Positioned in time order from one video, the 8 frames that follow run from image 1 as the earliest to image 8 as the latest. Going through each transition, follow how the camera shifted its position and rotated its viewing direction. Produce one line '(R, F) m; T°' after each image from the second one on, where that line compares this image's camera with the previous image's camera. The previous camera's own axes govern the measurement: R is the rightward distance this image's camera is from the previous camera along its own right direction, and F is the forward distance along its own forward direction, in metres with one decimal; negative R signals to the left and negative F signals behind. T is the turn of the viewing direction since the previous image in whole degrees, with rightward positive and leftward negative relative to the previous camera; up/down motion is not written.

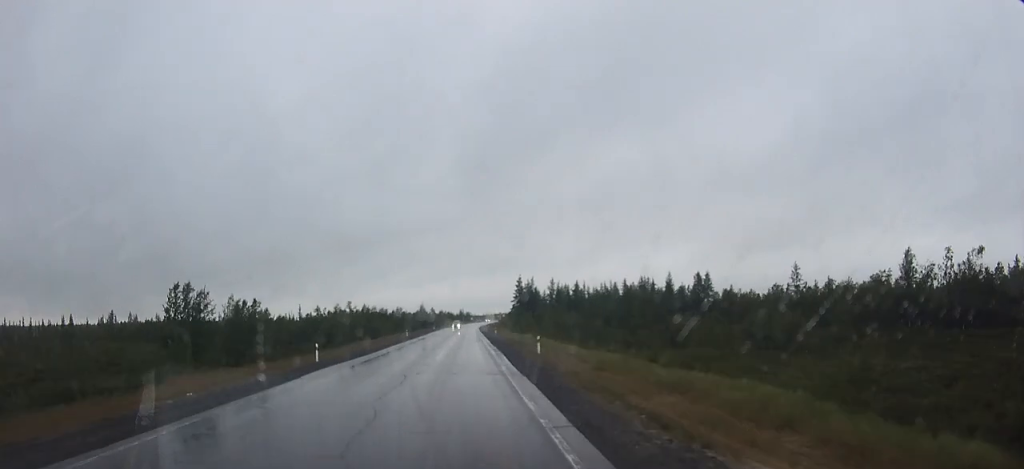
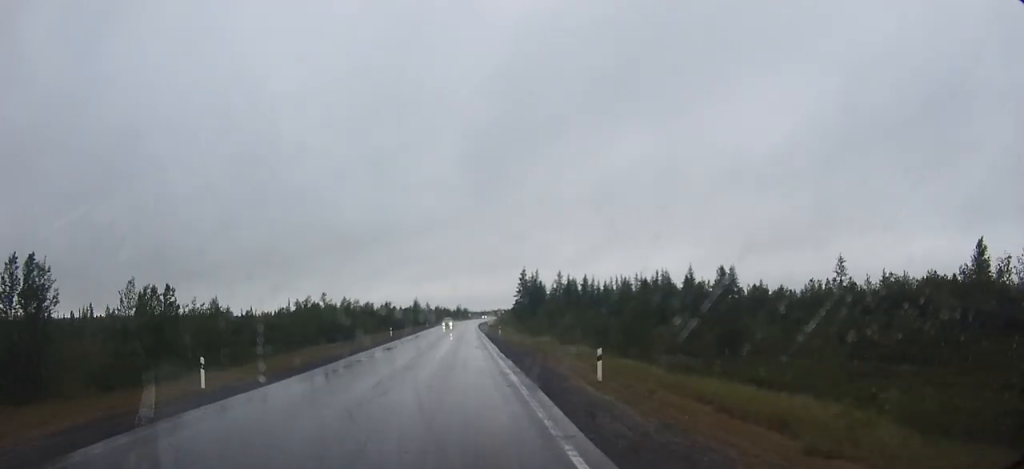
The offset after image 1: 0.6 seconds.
(+0.1, +15.1) m; 0°
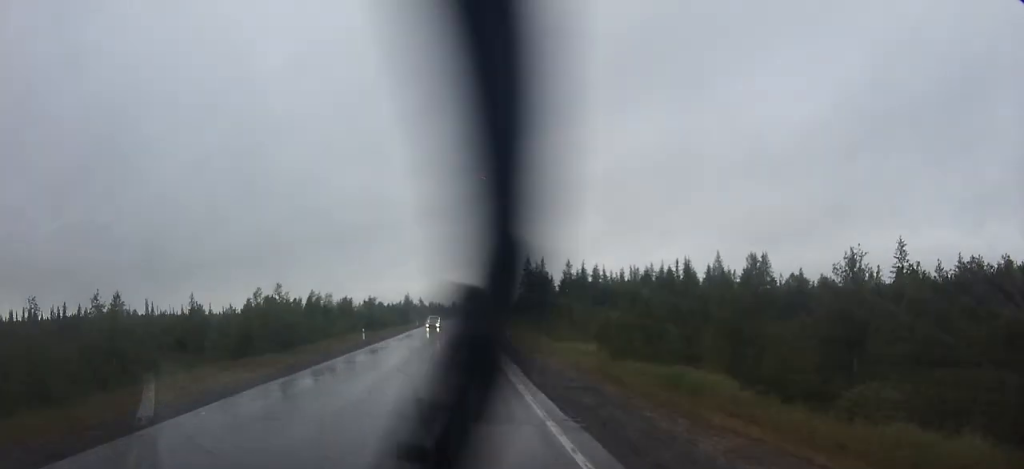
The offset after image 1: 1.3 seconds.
(0.0, +16.6) m; 0°
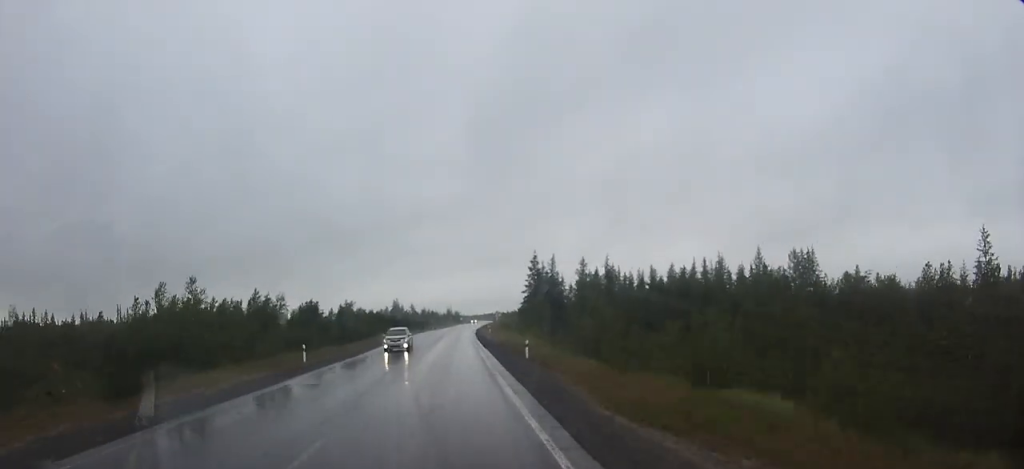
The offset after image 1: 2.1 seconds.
(+0.1, +18.2) m; 0°
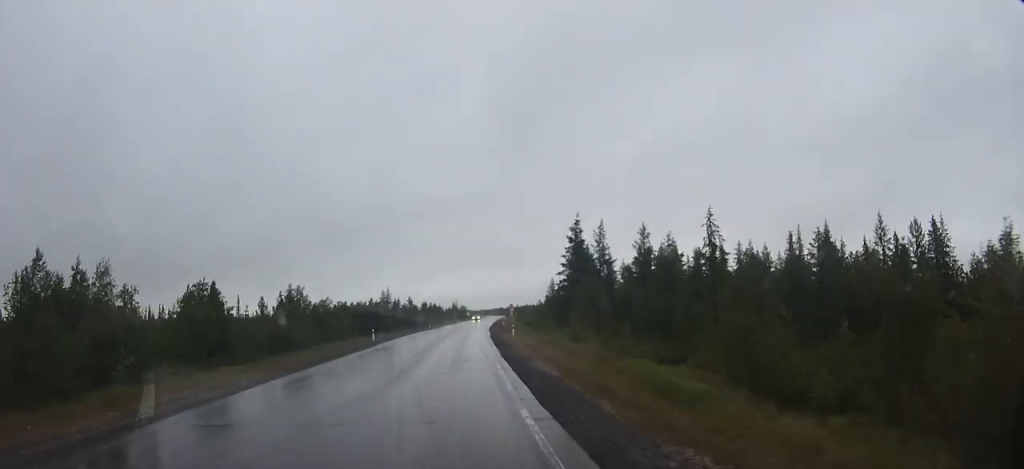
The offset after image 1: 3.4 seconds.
(0.0, +30.7) m; 0°
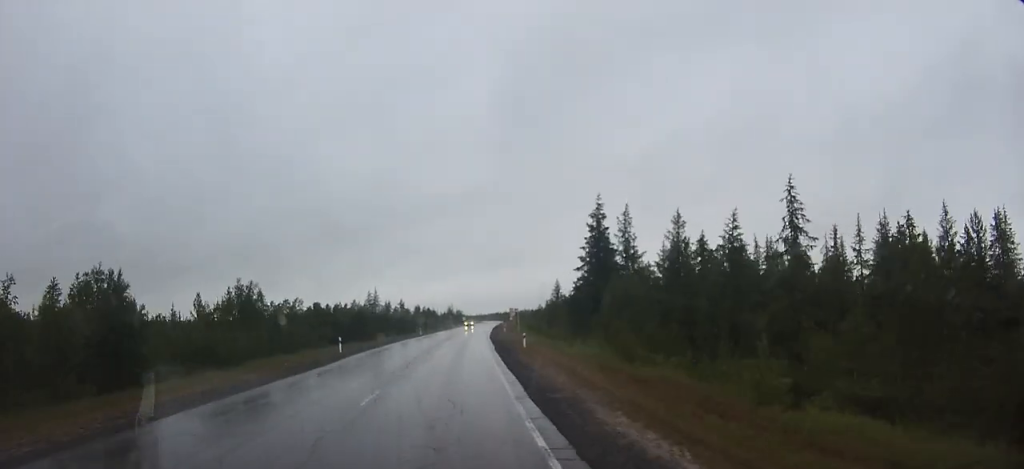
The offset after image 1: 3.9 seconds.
(0.0, +12.6) m; 0°
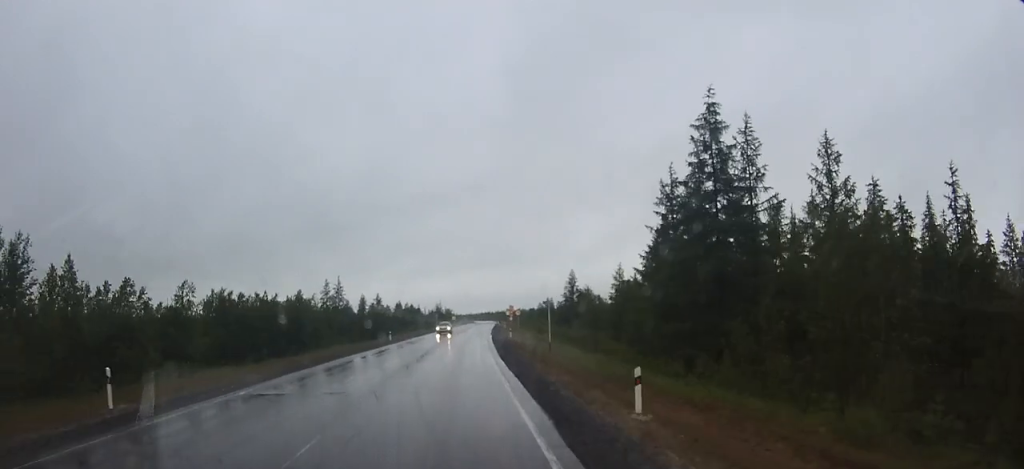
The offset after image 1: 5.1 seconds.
(+0.1, +26.7) m; +1°
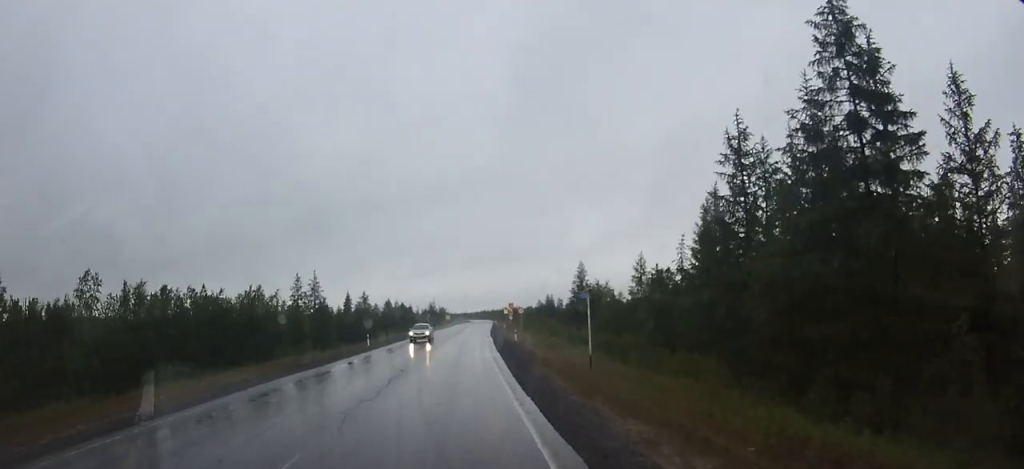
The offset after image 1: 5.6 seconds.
(+0.1, +11.8) m; 0°
